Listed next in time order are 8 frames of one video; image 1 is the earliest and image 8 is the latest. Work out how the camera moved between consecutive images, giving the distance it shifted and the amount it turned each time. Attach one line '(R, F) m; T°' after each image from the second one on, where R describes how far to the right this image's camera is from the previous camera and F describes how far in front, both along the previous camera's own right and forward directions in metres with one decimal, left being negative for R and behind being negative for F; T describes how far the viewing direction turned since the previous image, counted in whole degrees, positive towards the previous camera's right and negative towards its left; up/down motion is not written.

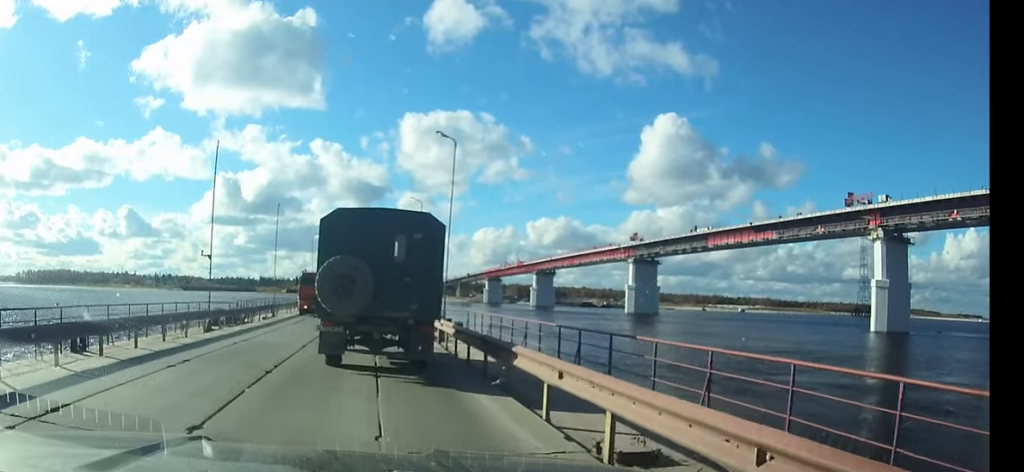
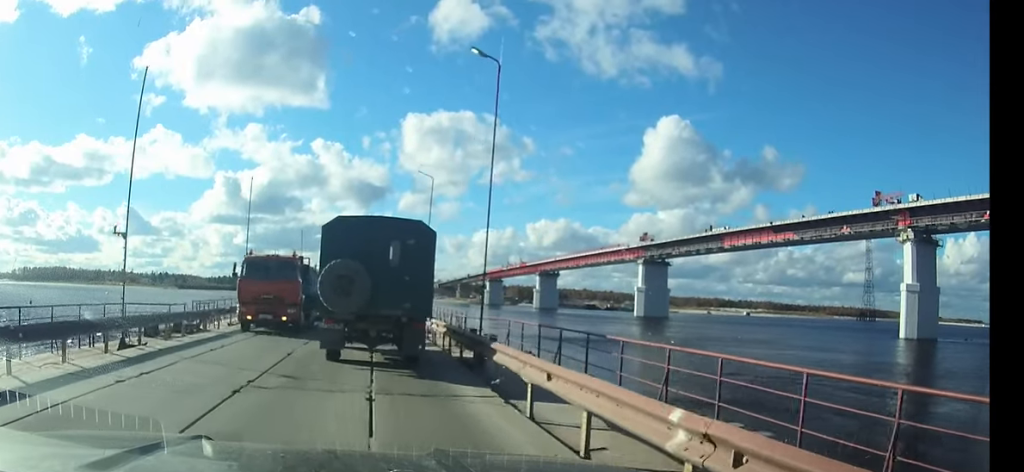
(-0.1, +8.5) m; -1°
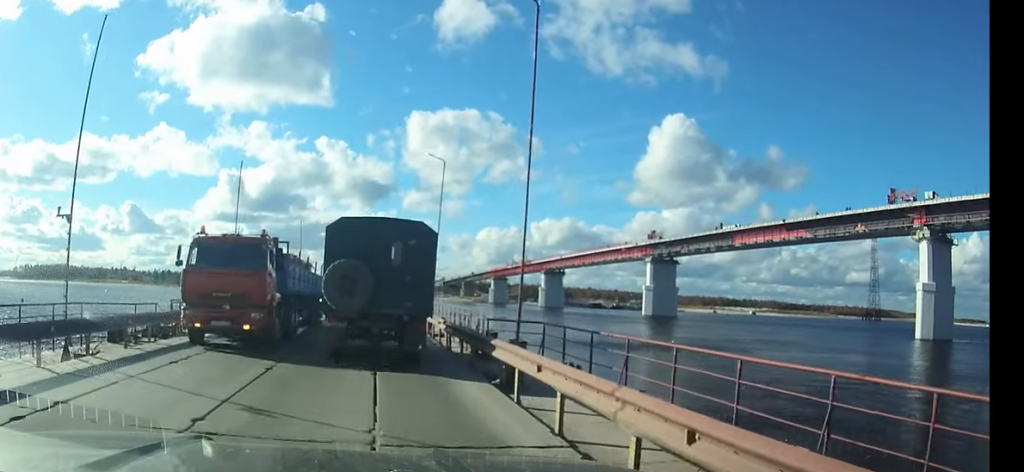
(0.0, +3.6) m; 0°
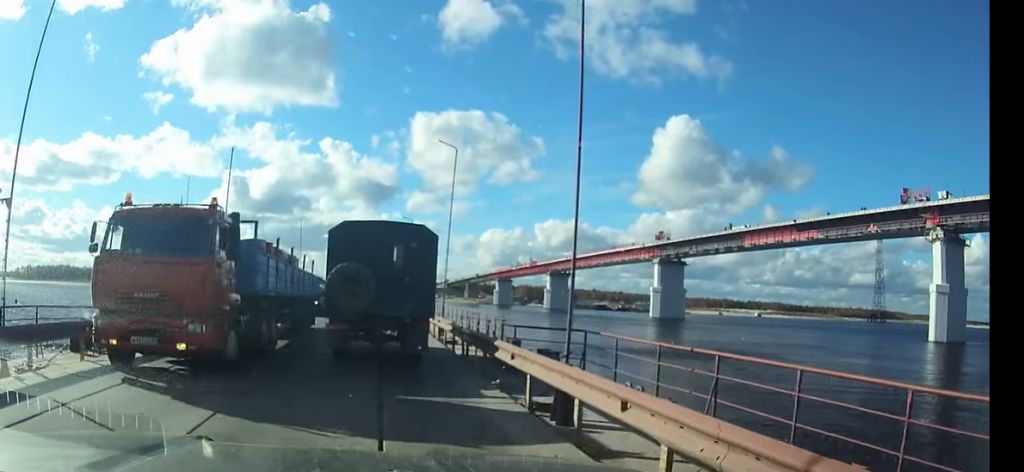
(0.0, +2.7) m; 0°
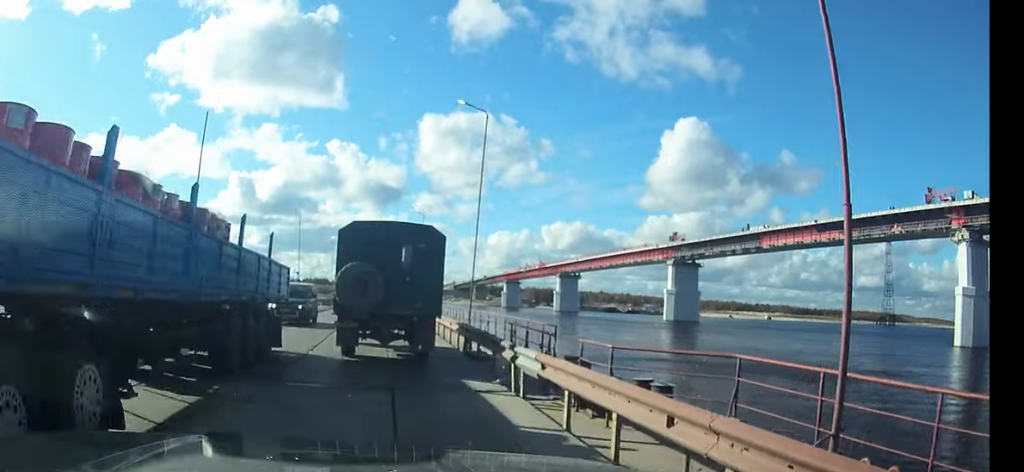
(0.0, +5.4) m; 0°
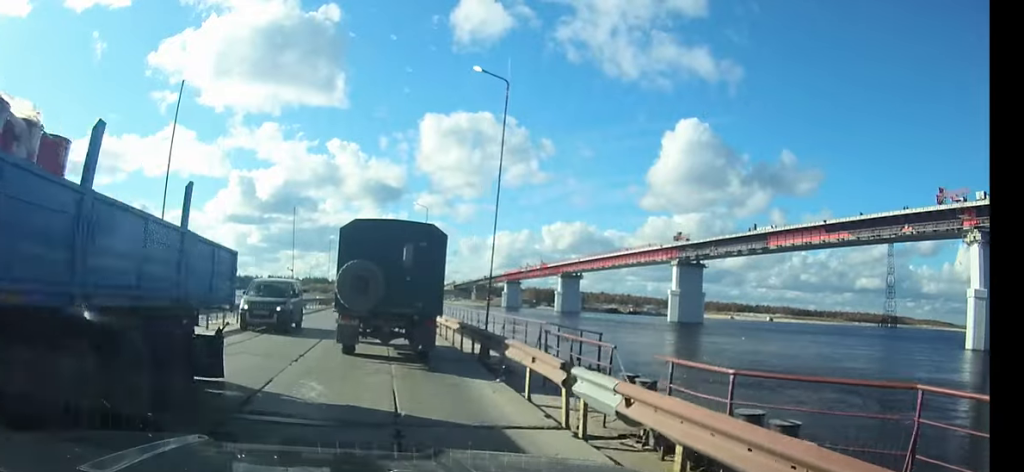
(0.0, +2.9) m; 0°
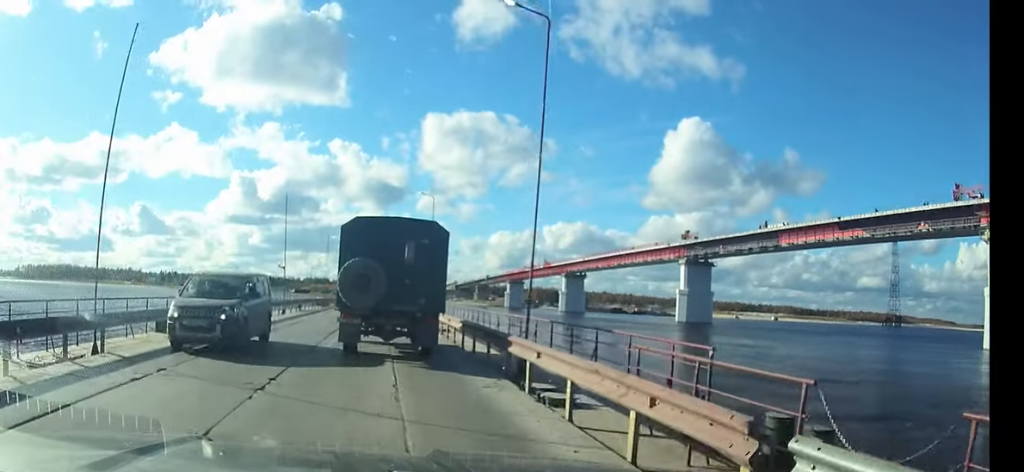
(0.0, +3.7) m; 0°
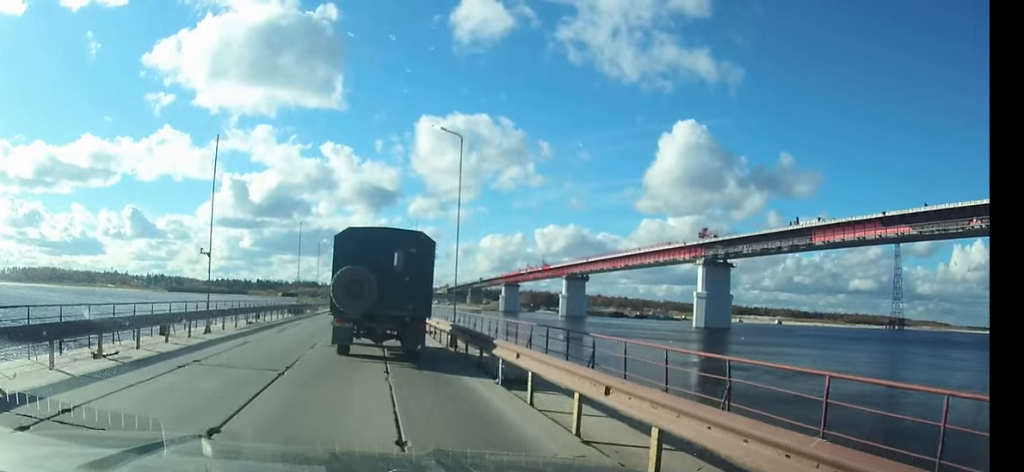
(+0.1, +16.0) m; 0°
